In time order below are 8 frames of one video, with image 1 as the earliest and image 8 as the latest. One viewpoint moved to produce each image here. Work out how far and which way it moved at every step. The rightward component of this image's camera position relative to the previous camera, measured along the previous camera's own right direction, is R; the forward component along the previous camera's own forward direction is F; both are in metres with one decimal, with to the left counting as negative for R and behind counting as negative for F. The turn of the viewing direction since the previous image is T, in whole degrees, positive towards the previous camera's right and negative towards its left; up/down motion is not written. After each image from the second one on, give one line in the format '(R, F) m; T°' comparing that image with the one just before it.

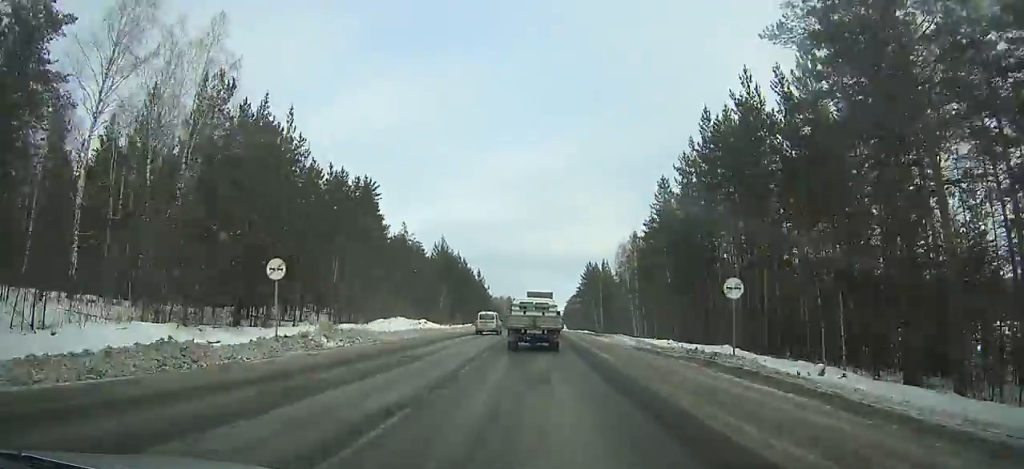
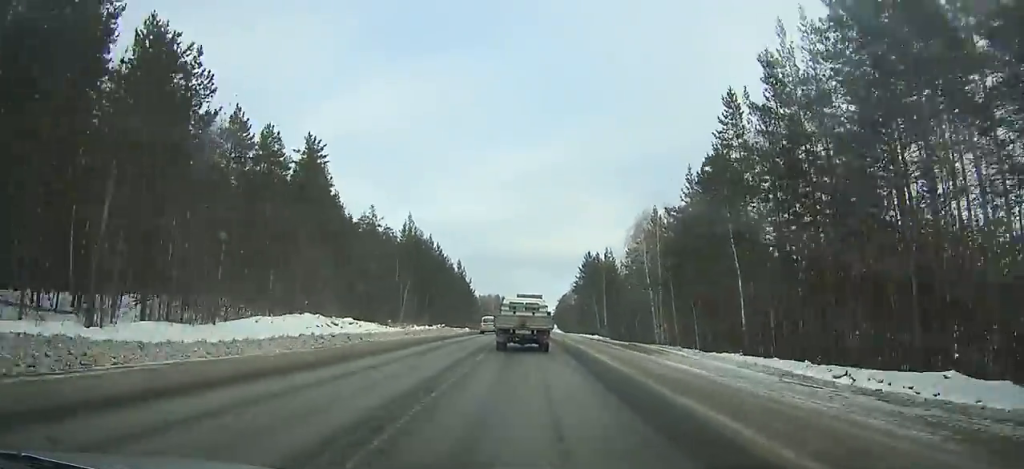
(-0.9, +21.5) m; +2°
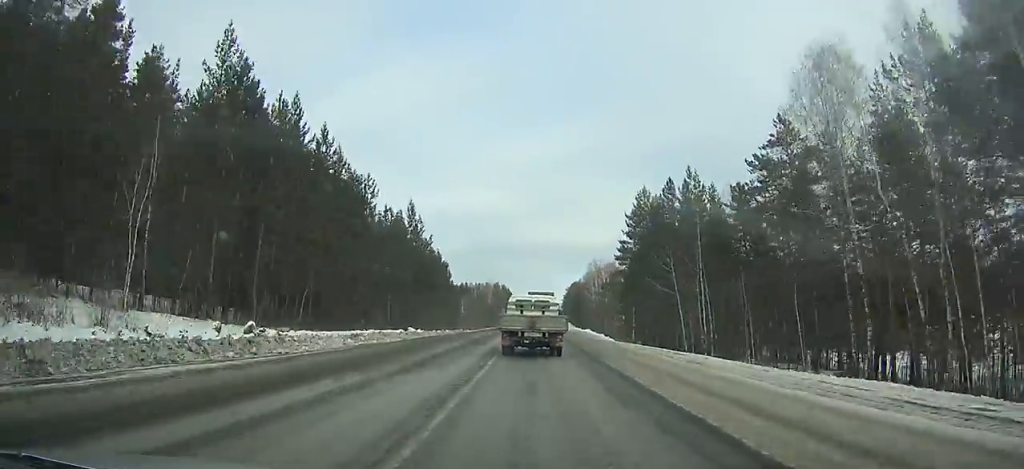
(+3.5, +54.8) m; +4°
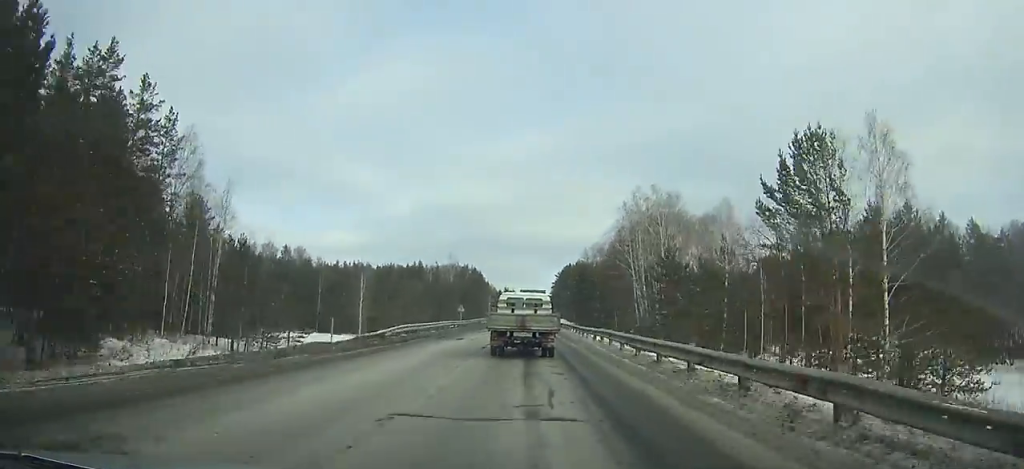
(-1.6, +91.1) m; 0°
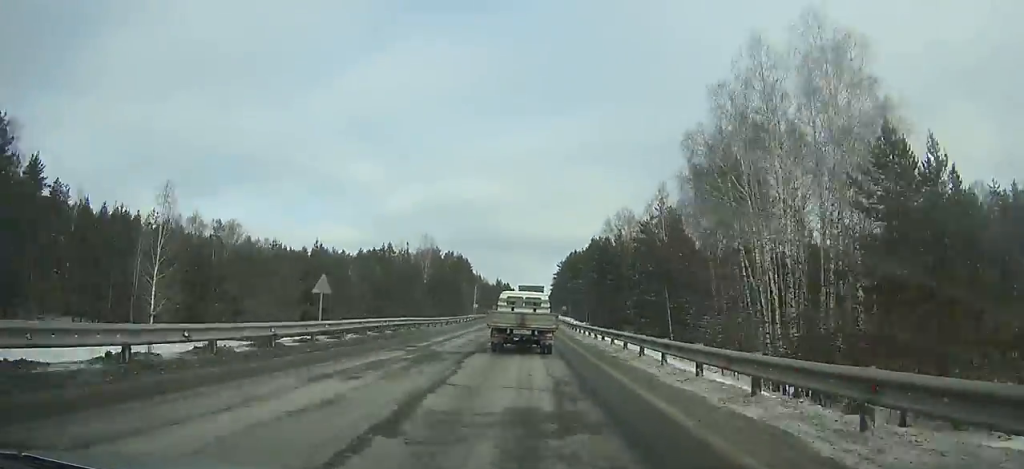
(-0.2, +46.6) m; 0°
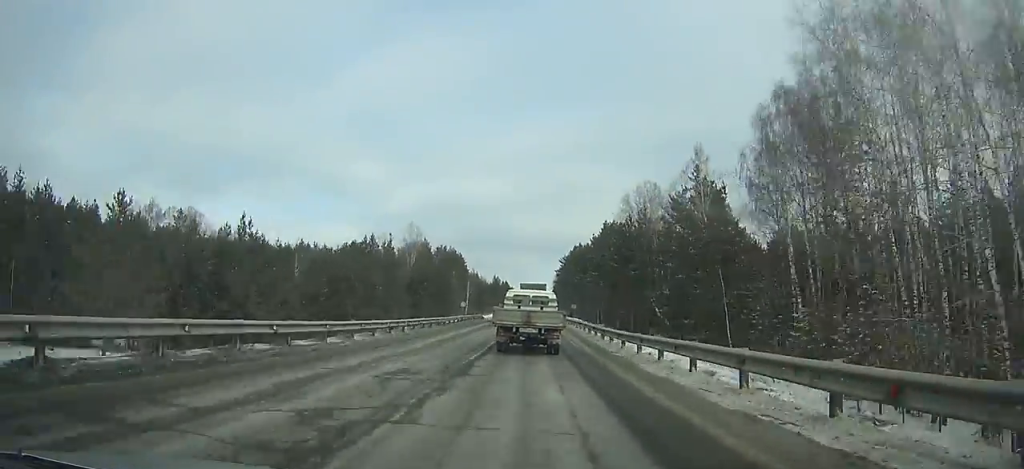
(-0.1, +19.9) m; 0°
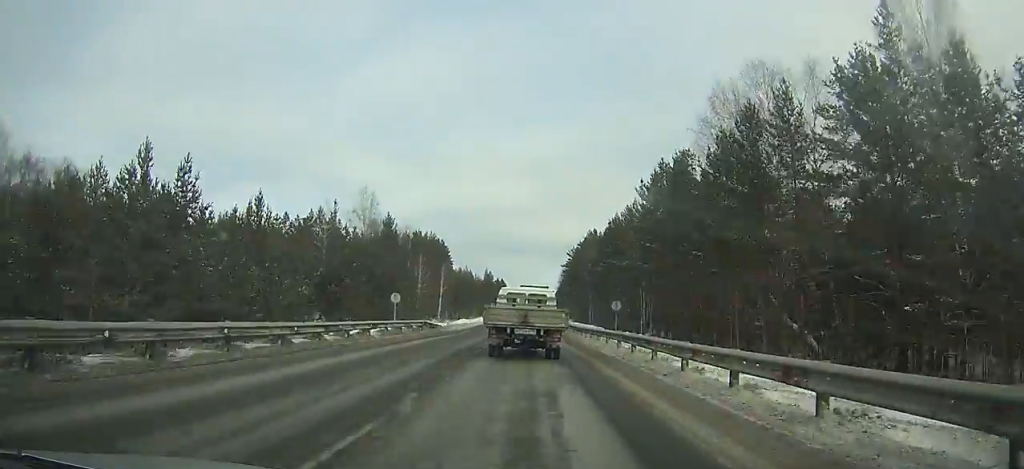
(0.0, +39.4) m; 0°
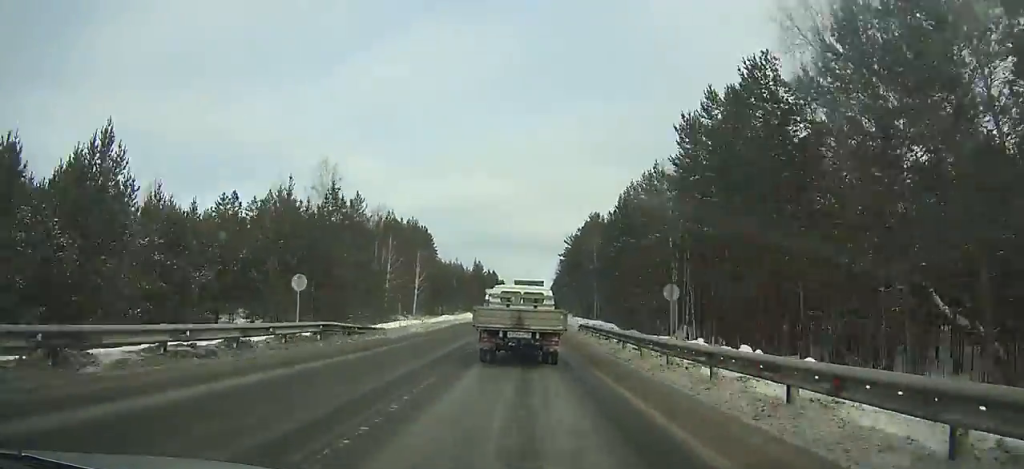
(0.0, +16.6) m; 0°
